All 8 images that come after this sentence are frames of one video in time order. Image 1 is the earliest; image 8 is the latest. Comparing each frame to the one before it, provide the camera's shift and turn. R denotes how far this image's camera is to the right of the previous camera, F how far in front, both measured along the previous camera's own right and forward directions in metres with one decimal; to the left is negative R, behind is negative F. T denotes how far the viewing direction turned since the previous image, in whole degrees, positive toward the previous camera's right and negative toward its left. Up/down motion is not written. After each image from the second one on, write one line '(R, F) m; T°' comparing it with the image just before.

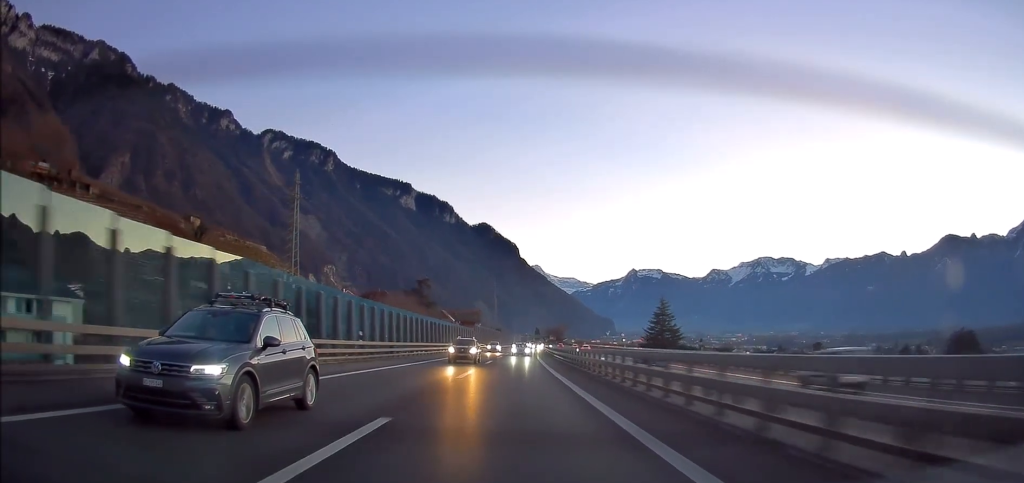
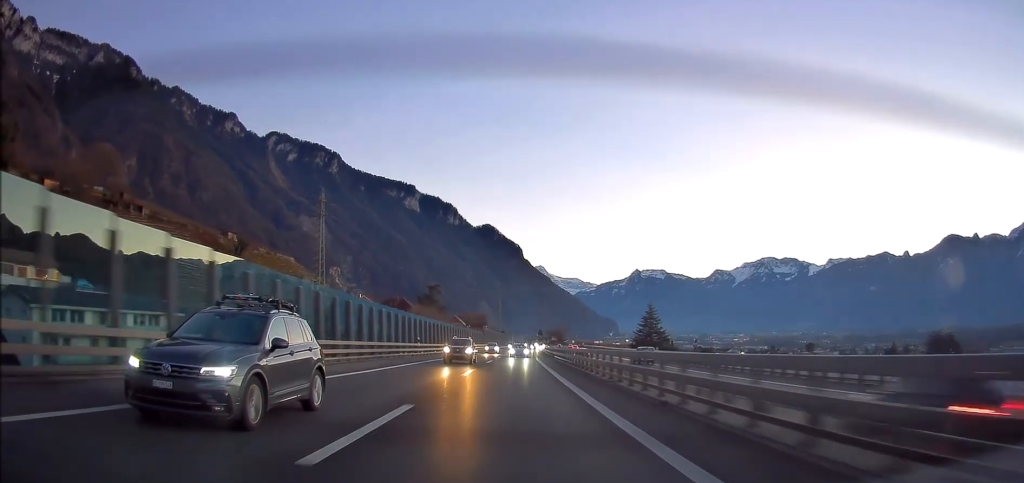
(-0.1, +20.9) m; 0°
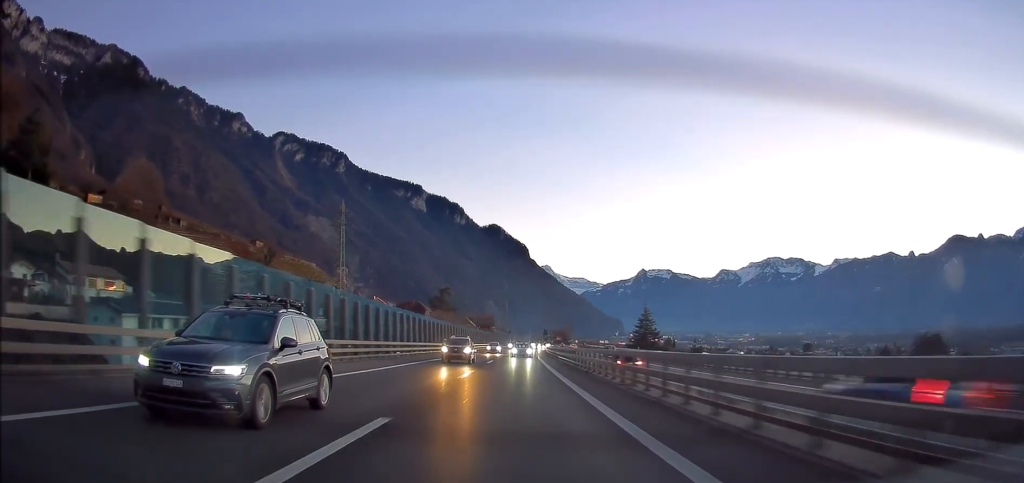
(0.0, +16.2) m; 0°
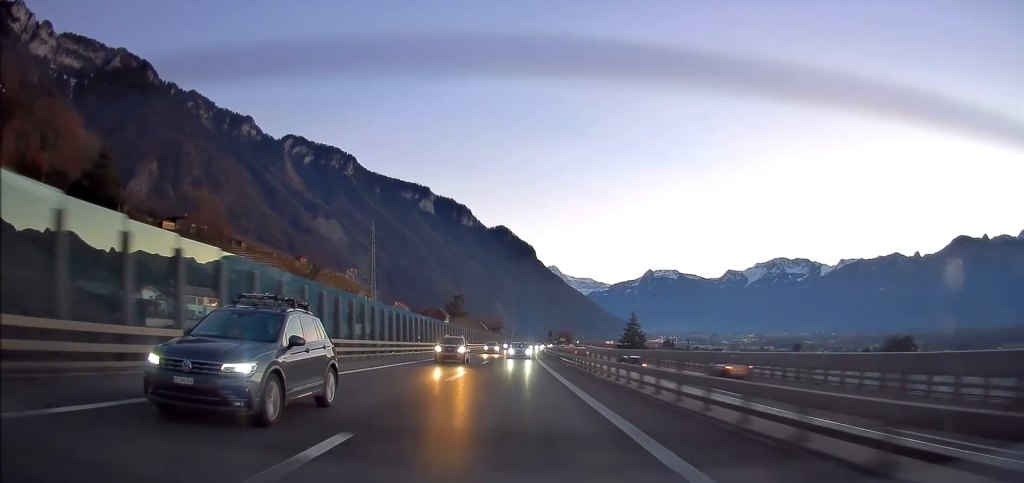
(-0.1, +35.0) m; -1°
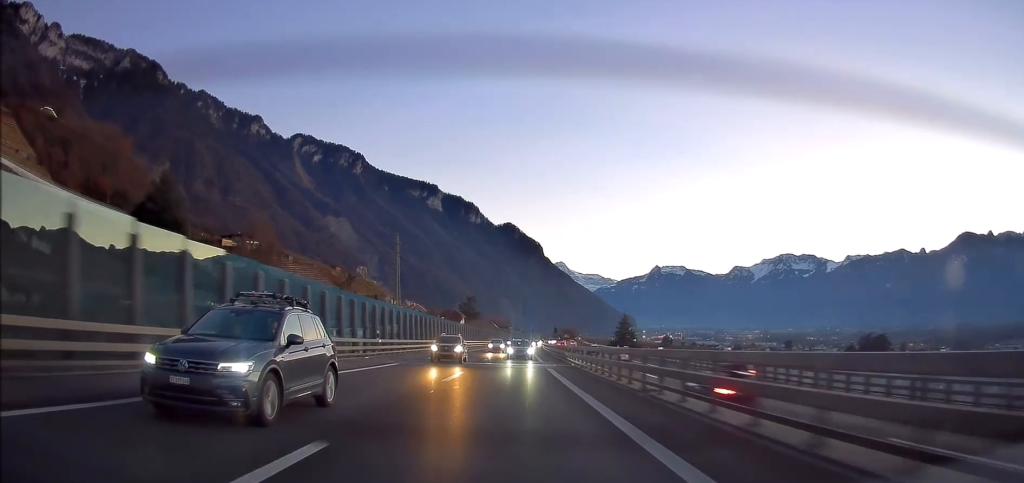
(-0.3, +36.2) m; -1°
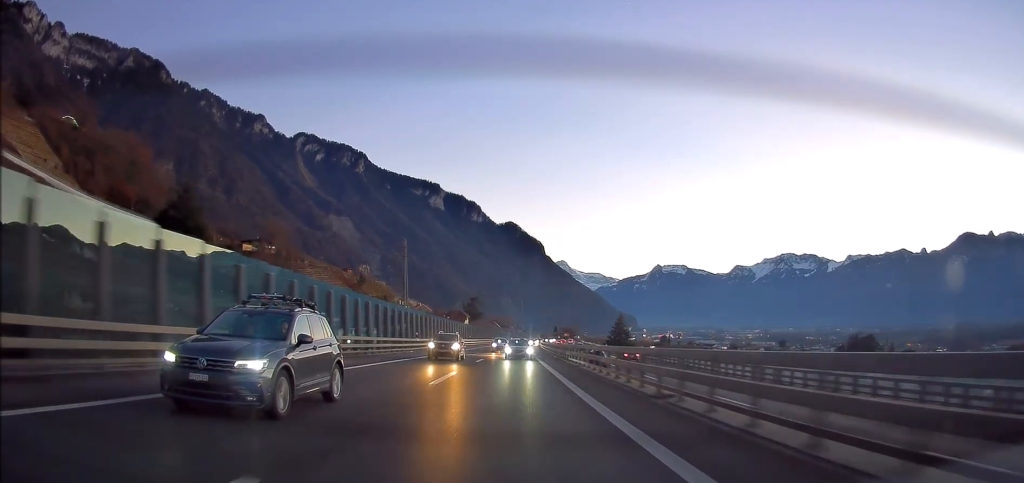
(0.0, +15.8) m; 0°
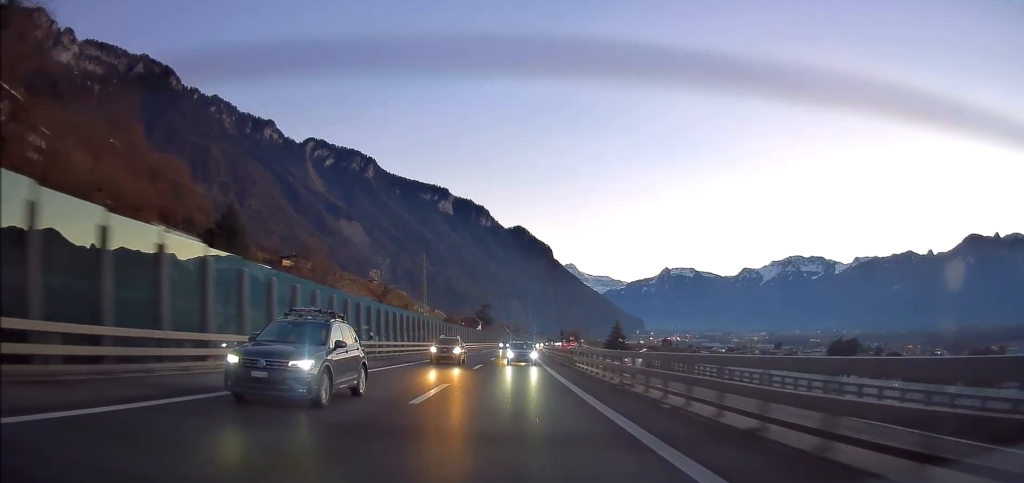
(-0.2, +31.4) m; -1°
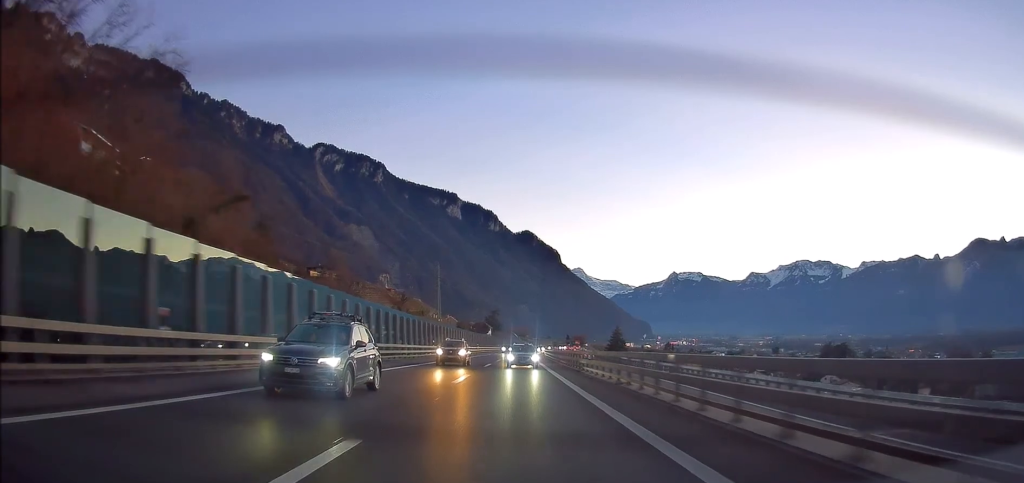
(-0.1, +24.6) m; -1°
